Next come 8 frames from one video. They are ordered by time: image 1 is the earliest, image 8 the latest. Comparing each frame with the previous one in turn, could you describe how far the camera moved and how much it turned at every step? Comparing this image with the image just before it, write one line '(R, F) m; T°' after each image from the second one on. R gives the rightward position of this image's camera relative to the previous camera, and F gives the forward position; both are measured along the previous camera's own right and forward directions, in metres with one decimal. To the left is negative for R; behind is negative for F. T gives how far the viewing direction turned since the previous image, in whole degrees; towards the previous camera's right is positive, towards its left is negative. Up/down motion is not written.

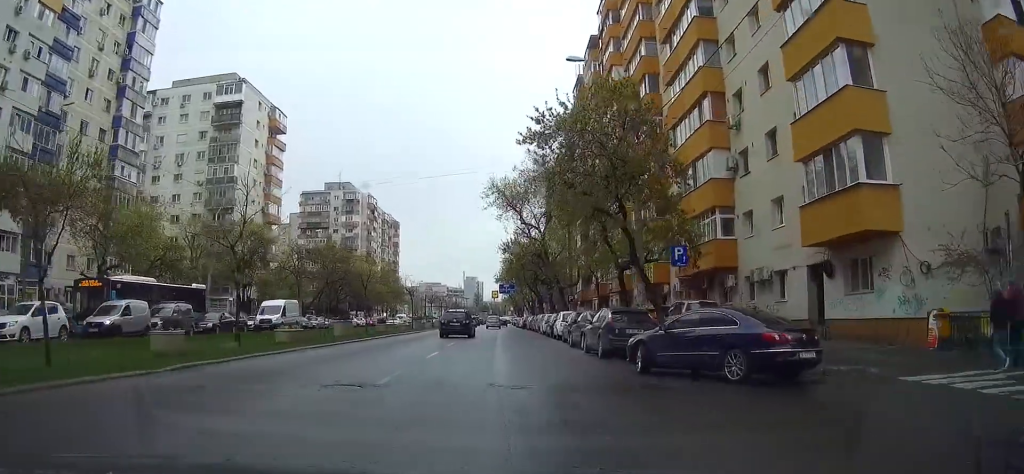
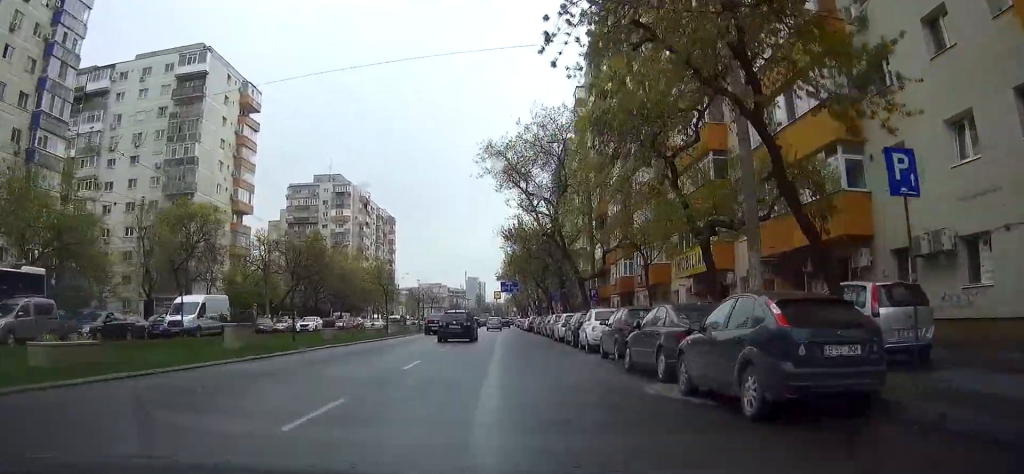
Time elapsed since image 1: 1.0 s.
(+0.1, +13.5) m; +1°
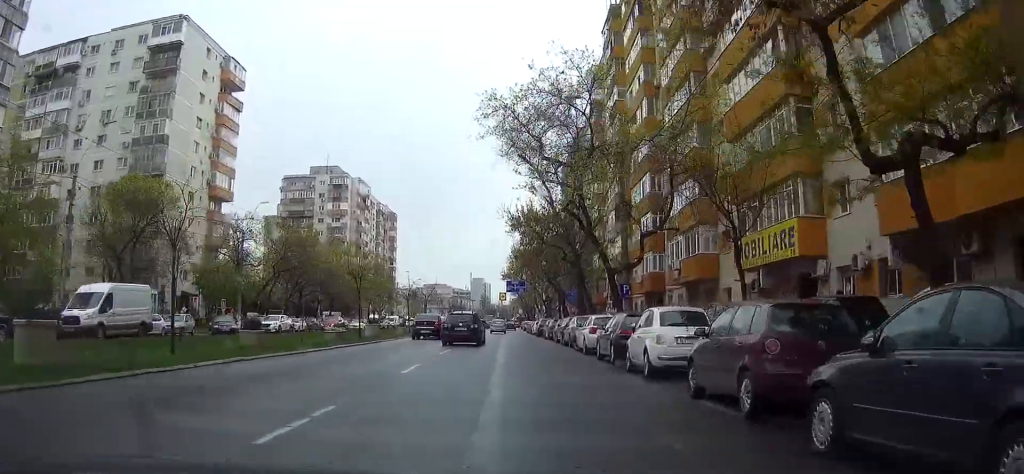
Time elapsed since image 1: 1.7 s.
(+0.1, +9.9) m; +1°
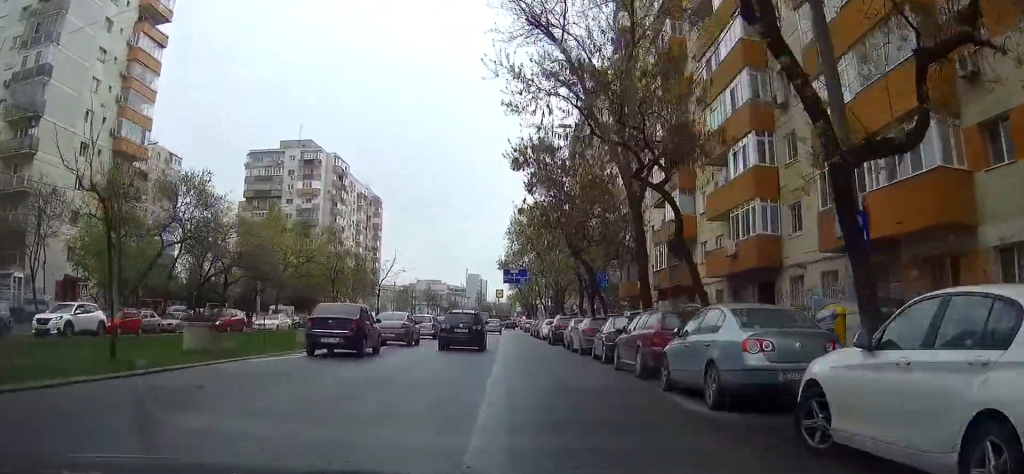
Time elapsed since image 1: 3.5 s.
(0.0, +23.0) m; 0°
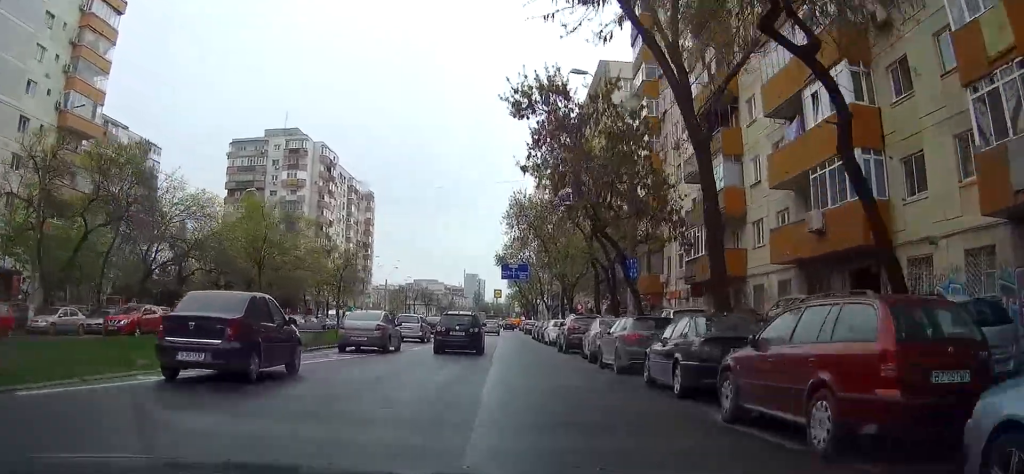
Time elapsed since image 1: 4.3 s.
(+0.1, +9.5) m; +1°
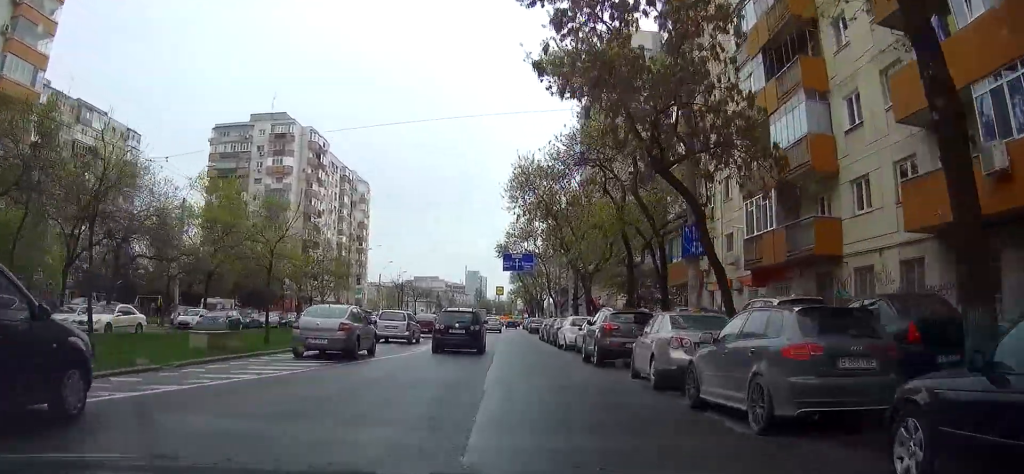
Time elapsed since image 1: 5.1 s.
(+0.1, +10.0) m; 0°
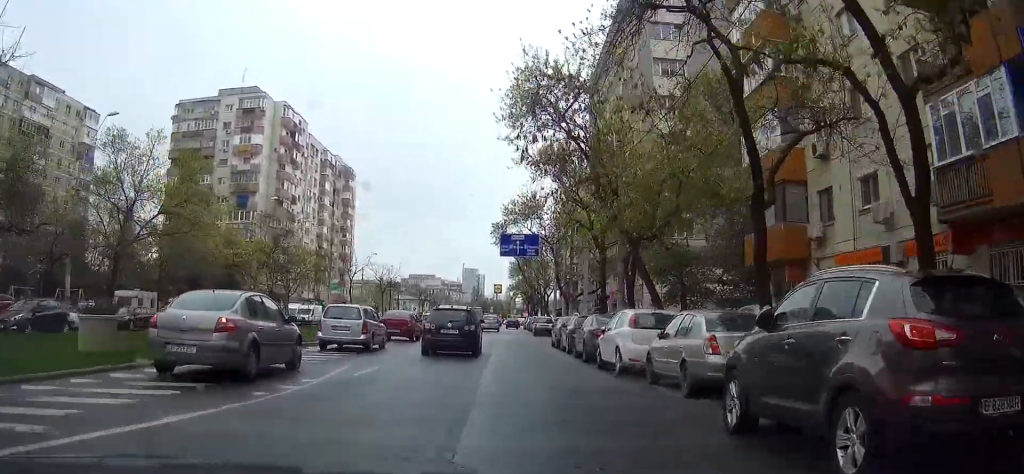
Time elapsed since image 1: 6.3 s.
(0.0, +15.2) m; 0°
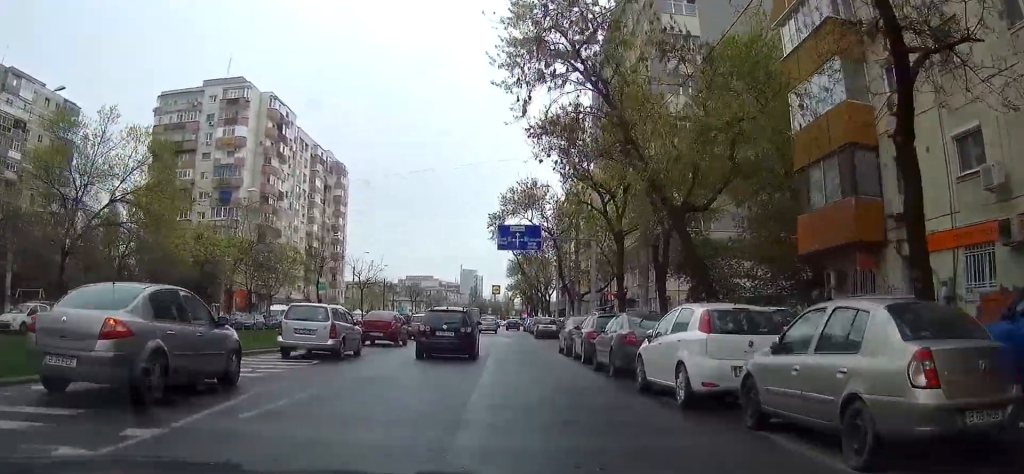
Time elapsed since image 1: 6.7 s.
(0.0, +6.0) m; 0°
